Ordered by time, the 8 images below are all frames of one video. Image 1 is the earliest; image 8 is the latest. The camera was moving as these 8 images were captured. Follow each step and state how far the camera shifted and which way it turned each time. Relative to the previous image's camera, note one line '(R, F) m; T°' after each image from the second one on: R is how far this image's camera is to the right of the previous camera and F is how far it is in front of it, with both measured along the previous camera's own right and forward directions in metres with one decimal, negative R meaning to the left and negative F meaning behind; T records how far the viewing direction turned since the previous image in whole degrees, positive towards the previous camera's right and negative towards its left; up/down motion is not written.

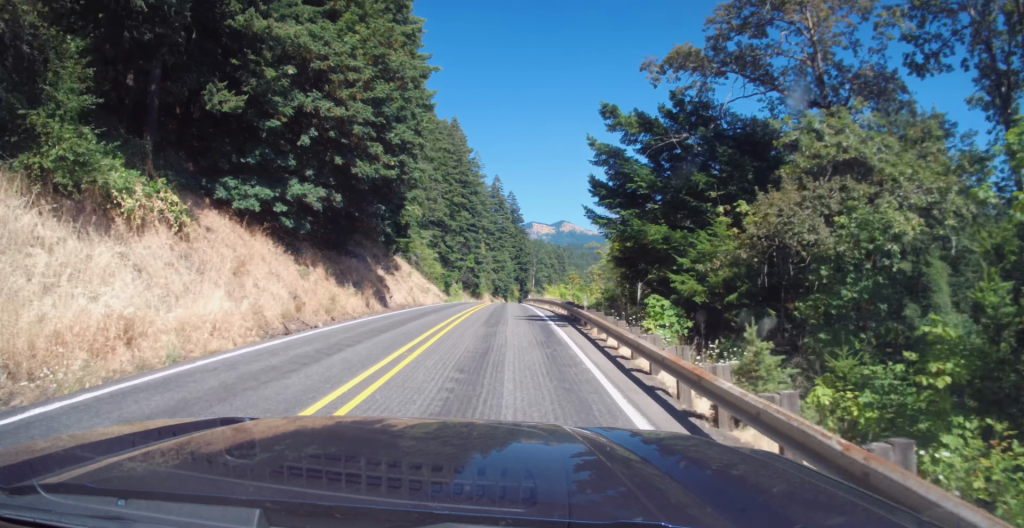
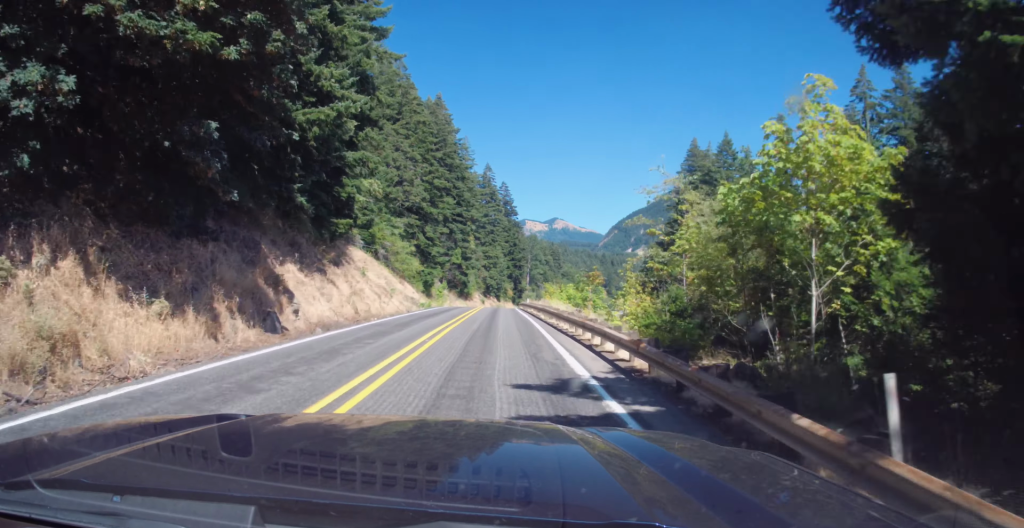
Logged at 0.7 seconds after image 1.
(+0.2, +18.4) m; +1°
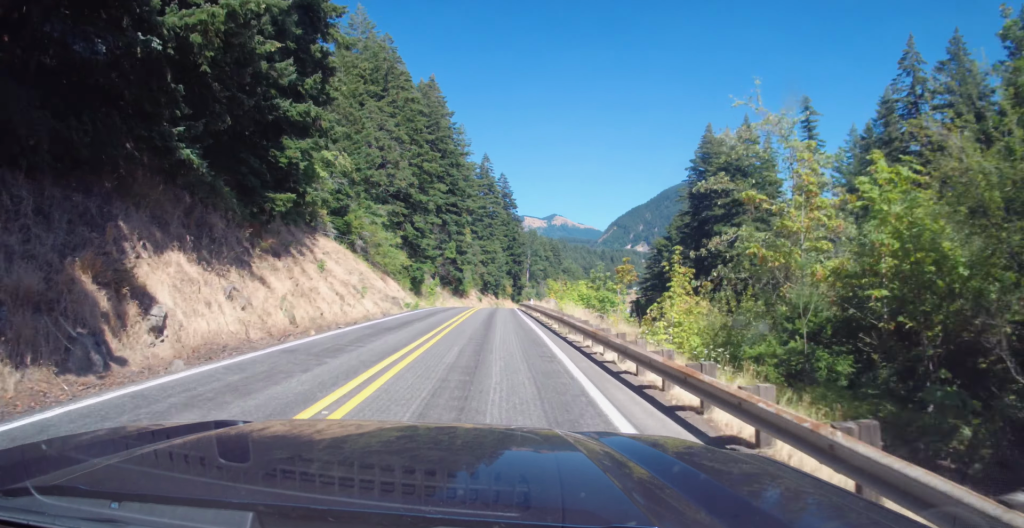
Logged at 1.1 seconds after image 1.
(0.0, +10.9) m; 0°
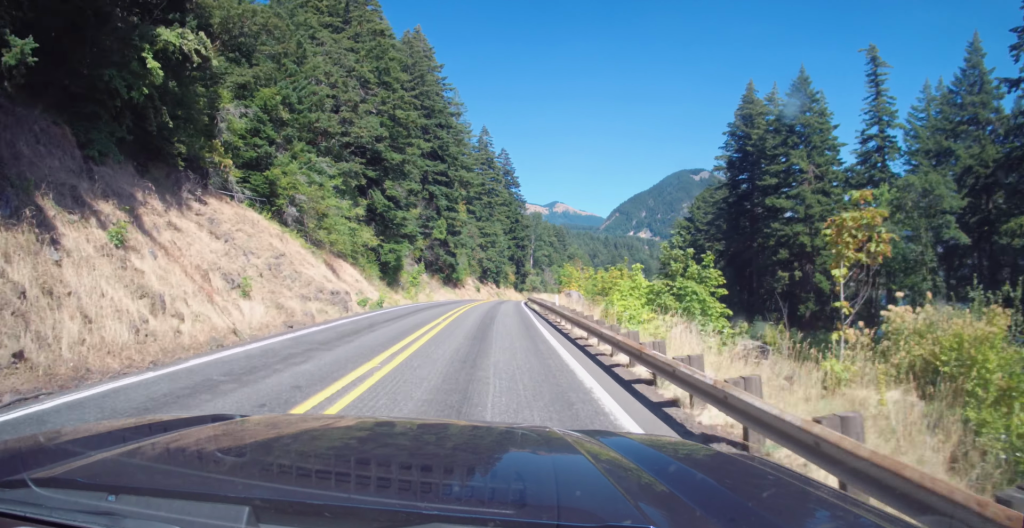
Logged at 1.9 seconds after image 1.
(0.0, +20.9) m; 0°
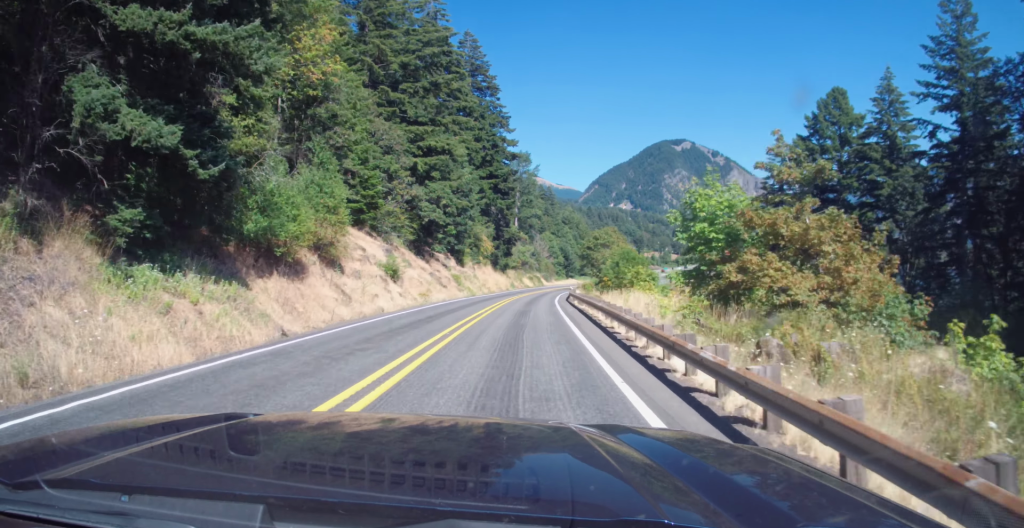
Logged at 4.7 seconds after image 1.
(+0.2, +79.2) m; +1°
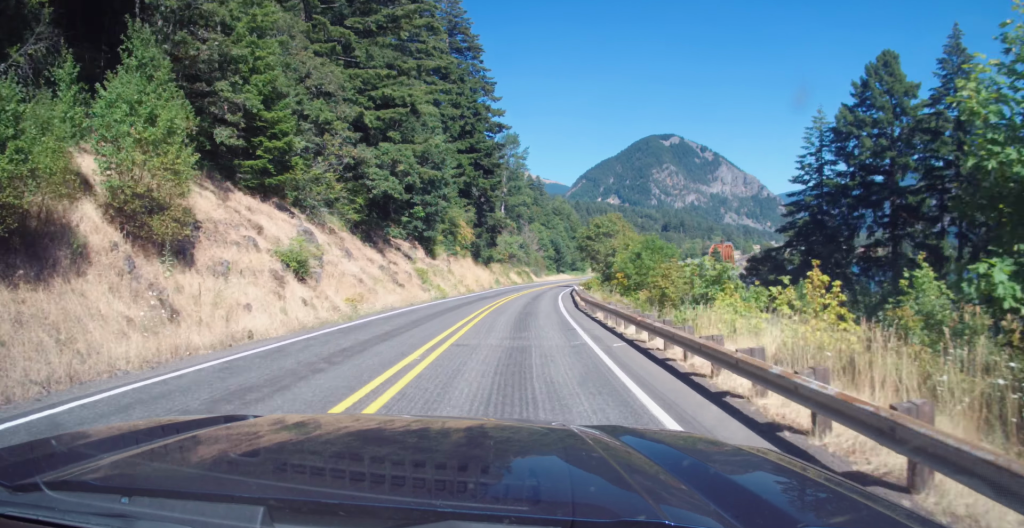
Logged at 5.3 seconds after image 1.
(+0.3, +18.1) m; +1°
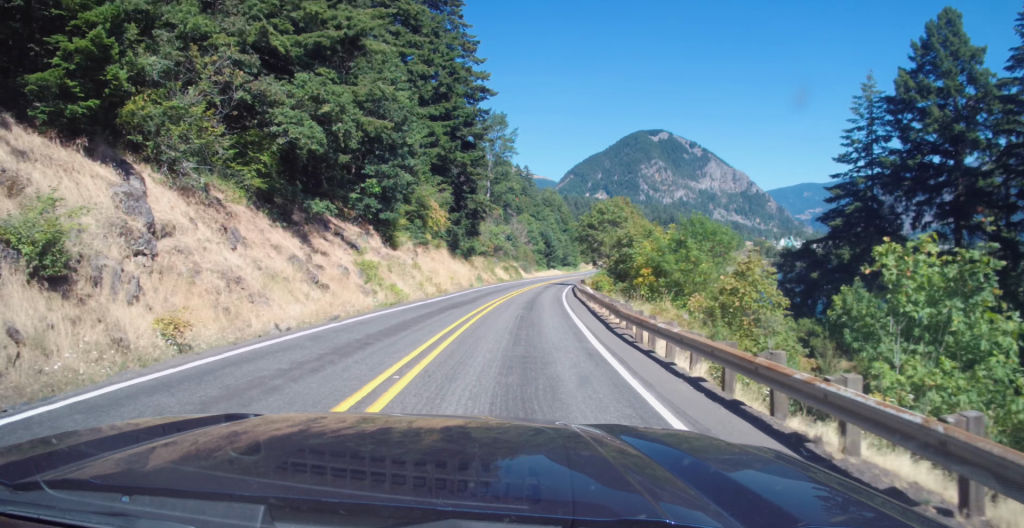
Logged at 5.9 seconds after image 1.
(+0.2, +15.3) m; +2°
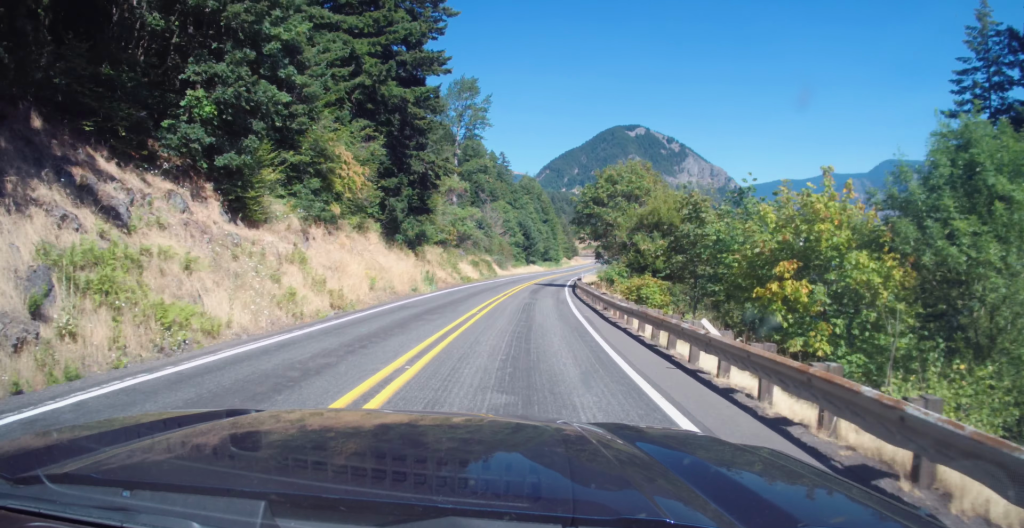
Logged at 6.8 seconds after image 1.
(+0.4, +23.9) m; +3°
